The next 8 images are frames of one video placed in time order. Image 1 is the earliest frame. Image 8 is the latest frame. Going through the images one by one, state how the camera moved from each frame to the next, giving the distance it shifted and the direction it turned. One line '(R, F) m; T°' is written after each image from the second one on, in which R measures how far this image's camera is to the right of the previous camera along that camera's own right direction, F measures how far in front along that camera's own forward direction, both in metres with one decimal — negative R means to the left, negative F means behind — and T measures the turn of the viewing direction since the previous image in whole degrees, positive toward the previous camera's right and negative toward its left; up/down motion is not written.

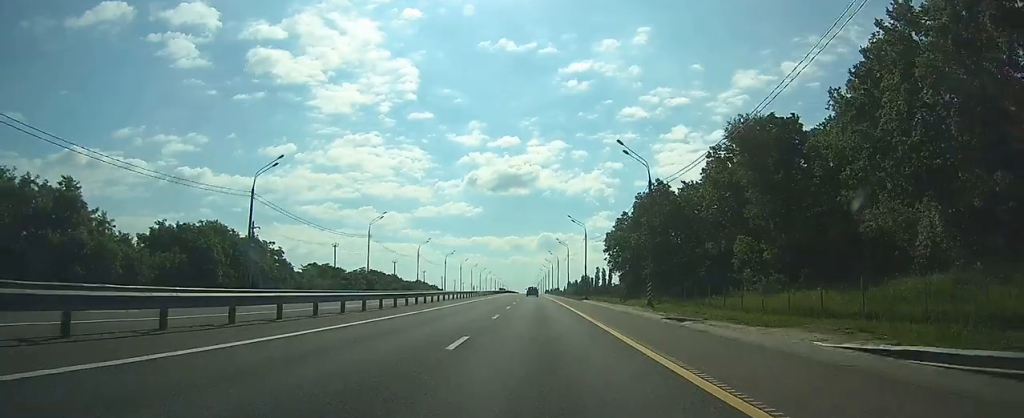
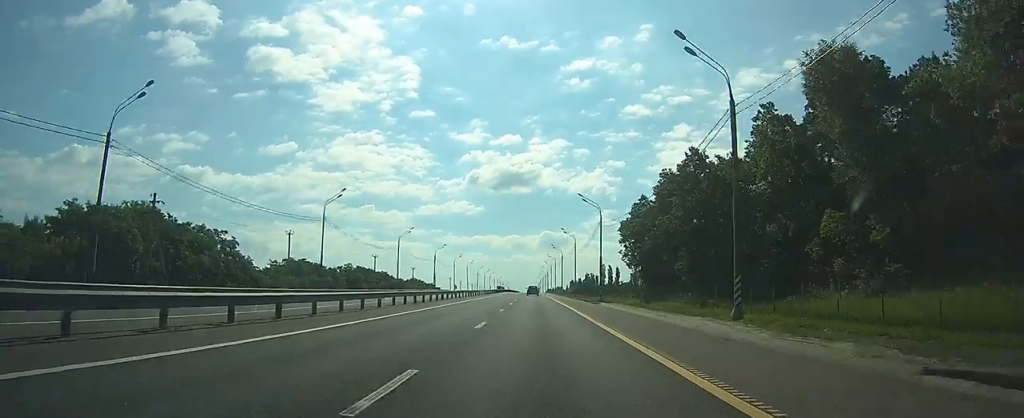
(+0.2, +17.8) m; 0°
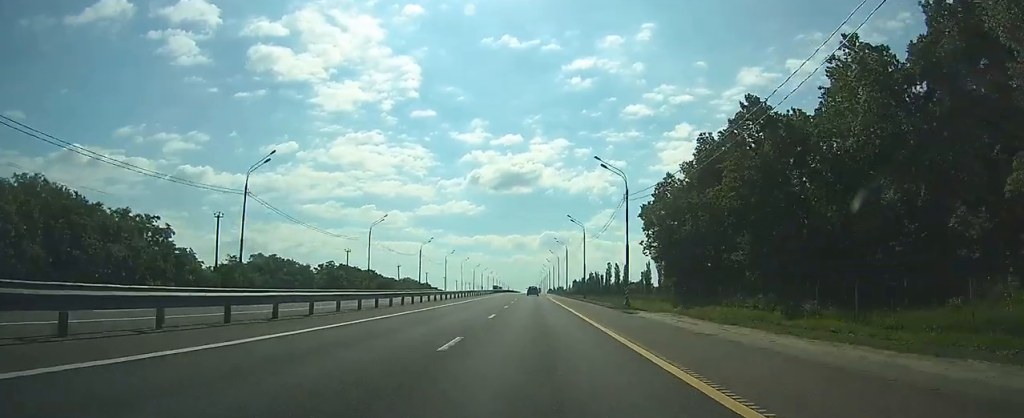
(+0.7, +17.8) m; -1°
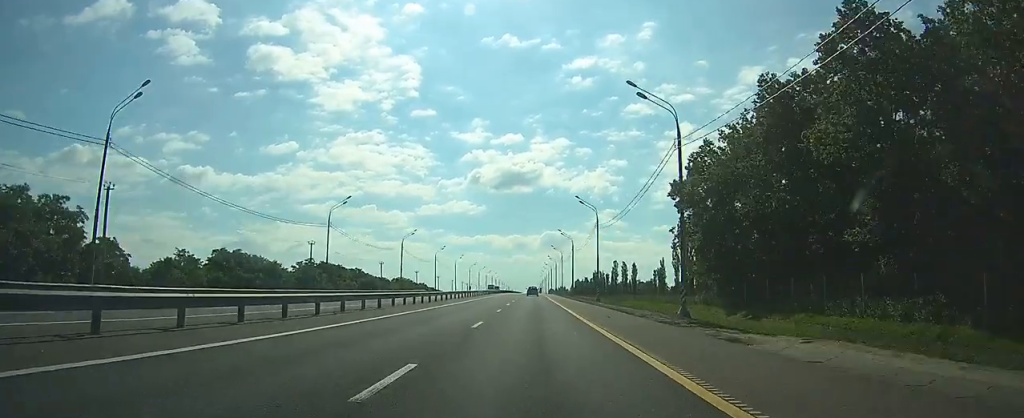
(-0.6, +16.7) m; -1°
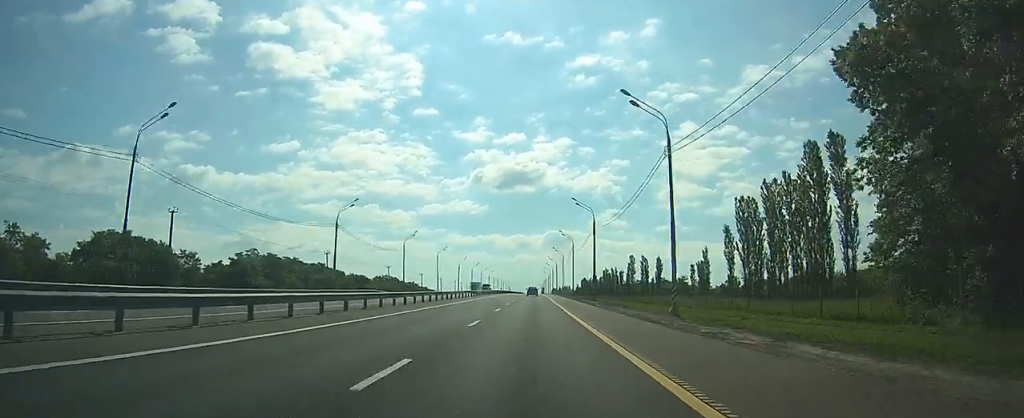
(-1.1, +34.4) m; -1°
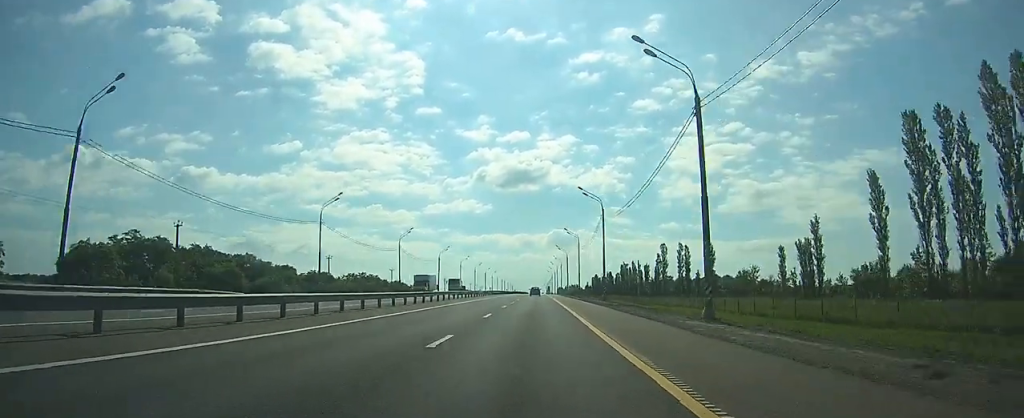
(+0.4, +41.7) m; +1°
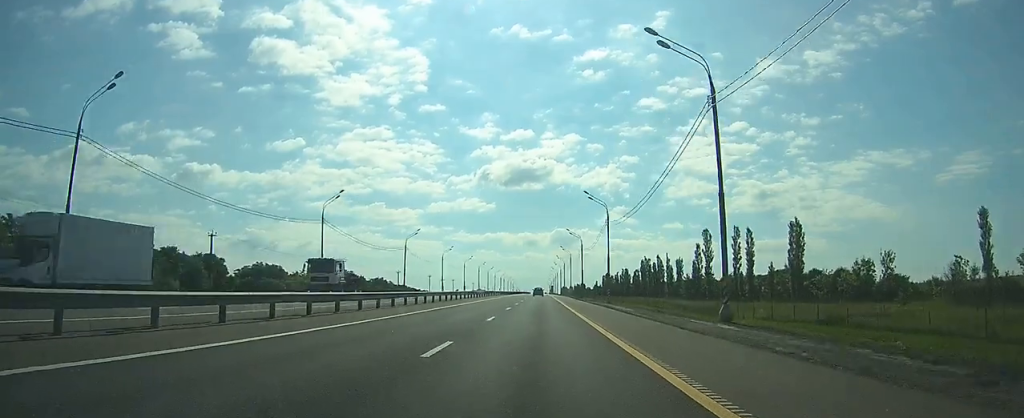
(-0.1, +36.7) m; 0°
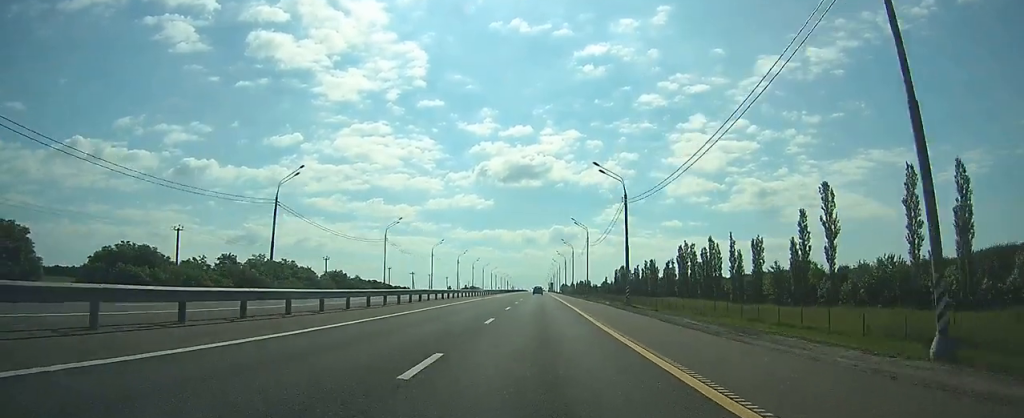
(0.0, +49.6) m; 0°
